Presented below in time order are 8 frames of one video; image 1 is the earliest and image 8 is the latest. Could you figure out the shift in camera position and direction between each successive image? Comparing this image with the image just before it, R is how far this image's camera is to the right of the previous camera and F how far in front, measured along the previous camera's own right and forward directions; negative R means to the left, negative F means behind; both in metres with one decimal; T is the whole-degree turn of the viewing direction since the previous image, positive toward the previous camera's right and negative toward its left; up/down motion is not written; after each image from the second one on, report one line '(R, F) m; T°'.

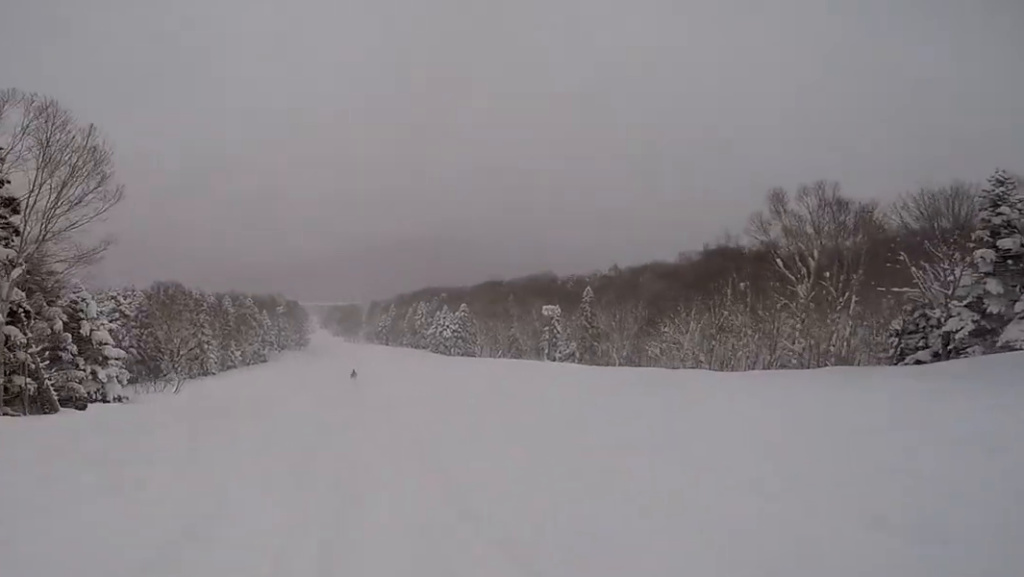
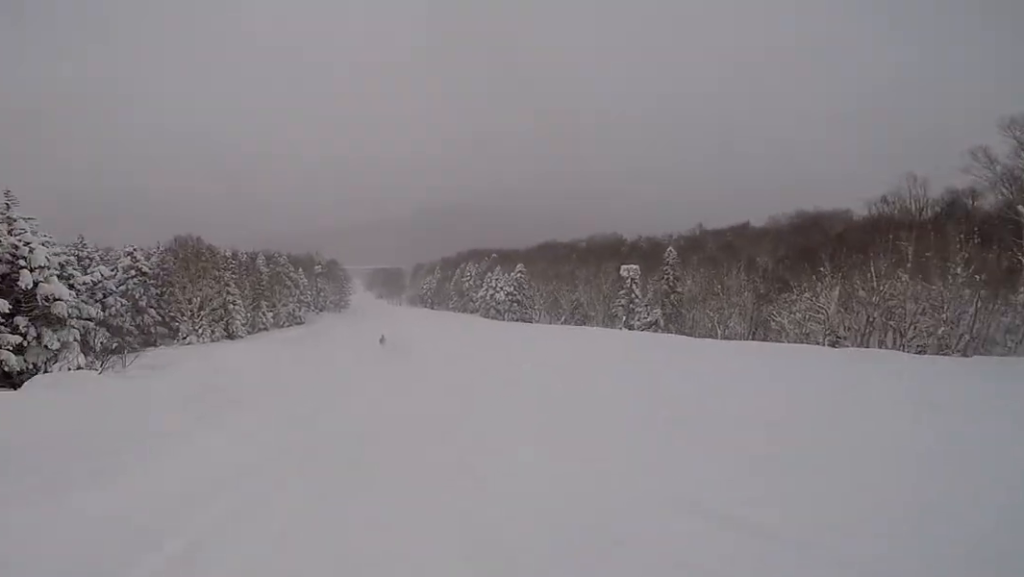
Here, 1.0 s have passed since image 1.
(0.0, +9.7) m; 0°
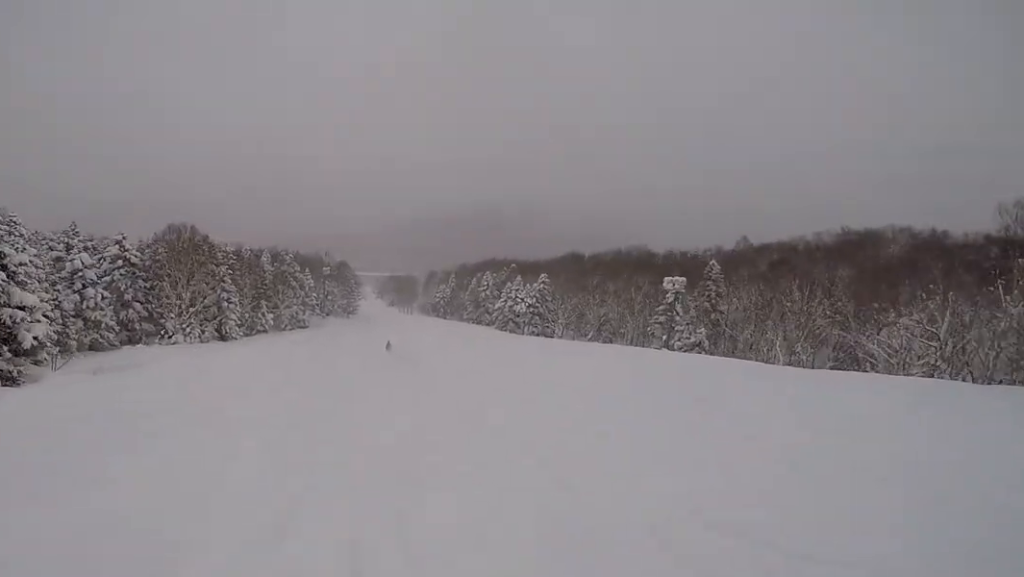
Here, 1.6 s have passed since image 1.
(0.0, +6.5) m; 0°
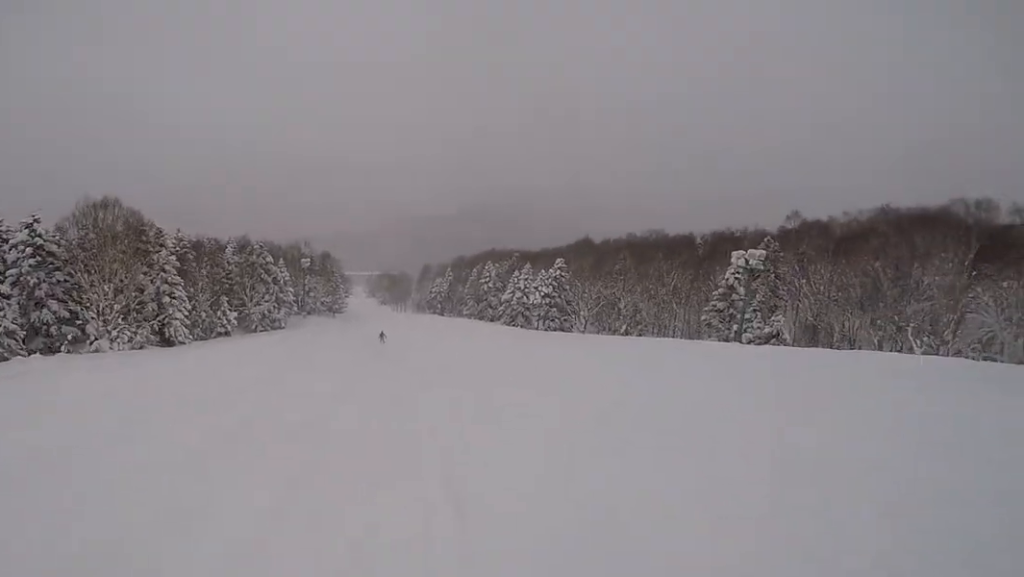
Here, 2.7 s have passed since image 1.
(-0.2, +12.1) m; -3°
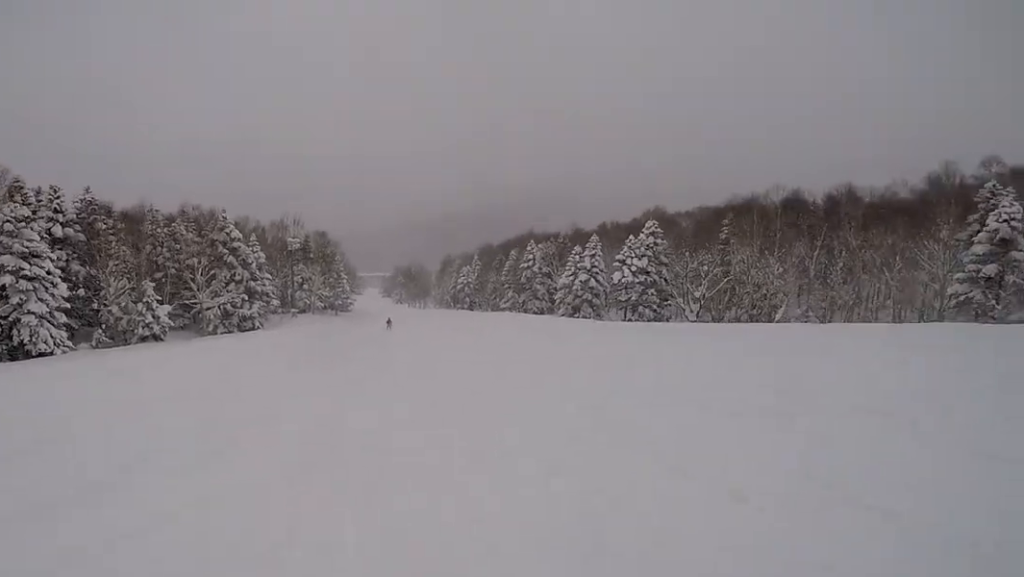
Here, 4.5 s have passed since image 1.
(+0.7, +20.4) m; +2°
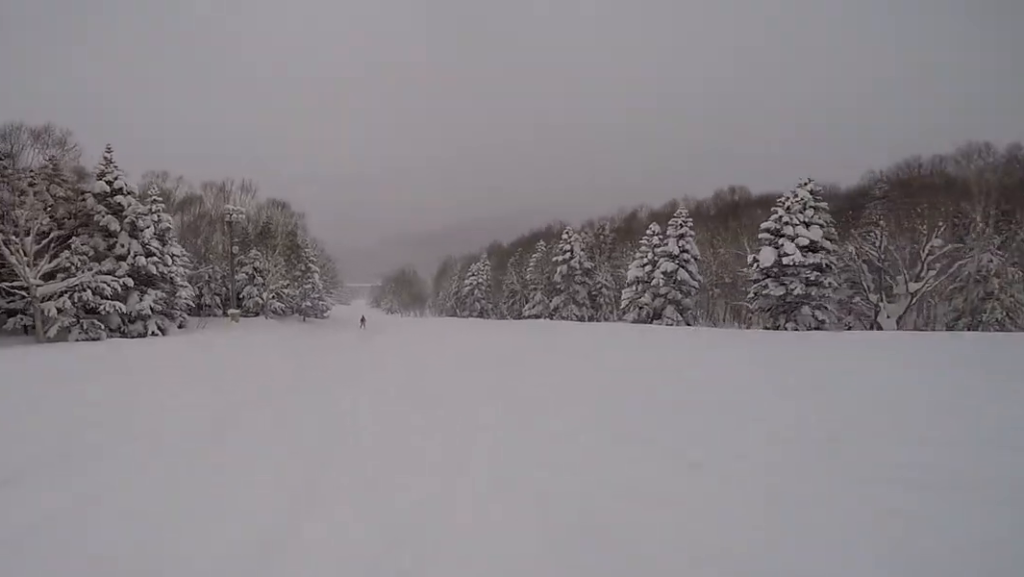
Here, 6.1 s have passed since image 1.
(-1.4, +19.3) m; -3°
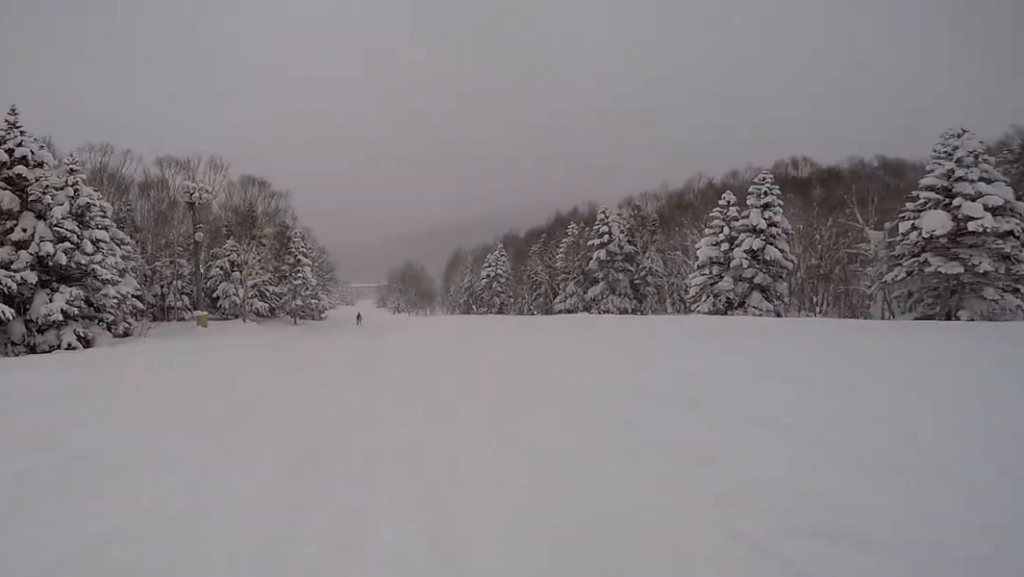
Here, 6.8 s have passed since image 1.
(0.0, +9.0) m; +3°
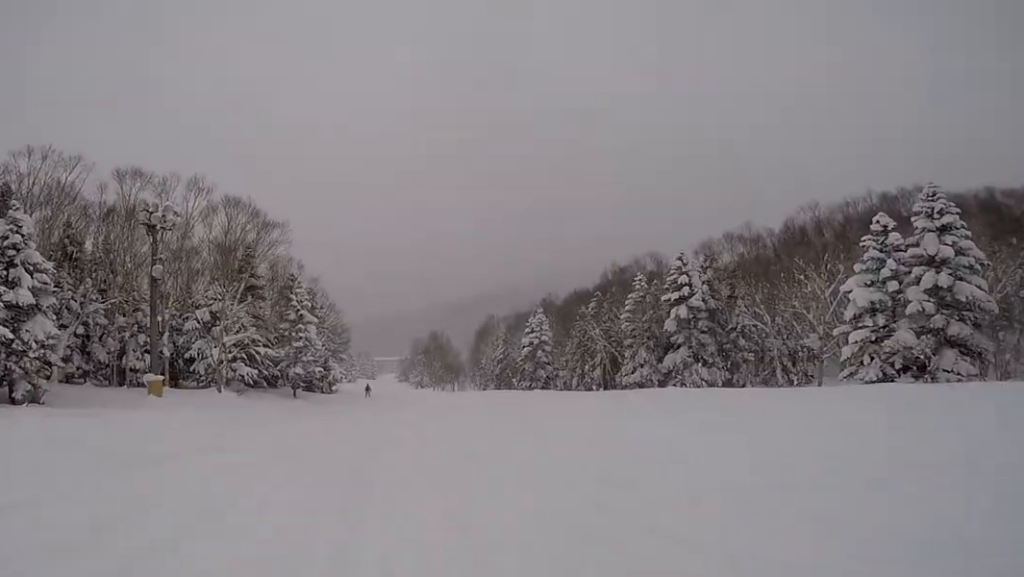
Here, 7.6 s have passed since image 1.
(+1.0, +10.4) m; 0°
